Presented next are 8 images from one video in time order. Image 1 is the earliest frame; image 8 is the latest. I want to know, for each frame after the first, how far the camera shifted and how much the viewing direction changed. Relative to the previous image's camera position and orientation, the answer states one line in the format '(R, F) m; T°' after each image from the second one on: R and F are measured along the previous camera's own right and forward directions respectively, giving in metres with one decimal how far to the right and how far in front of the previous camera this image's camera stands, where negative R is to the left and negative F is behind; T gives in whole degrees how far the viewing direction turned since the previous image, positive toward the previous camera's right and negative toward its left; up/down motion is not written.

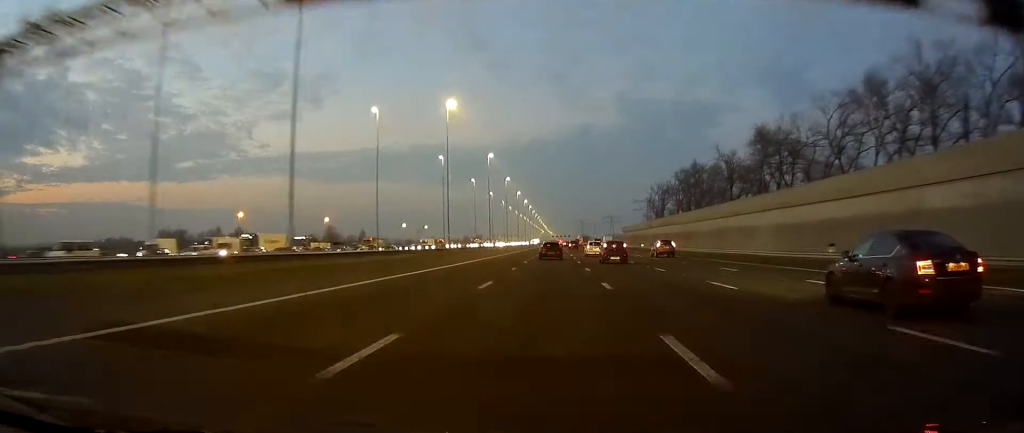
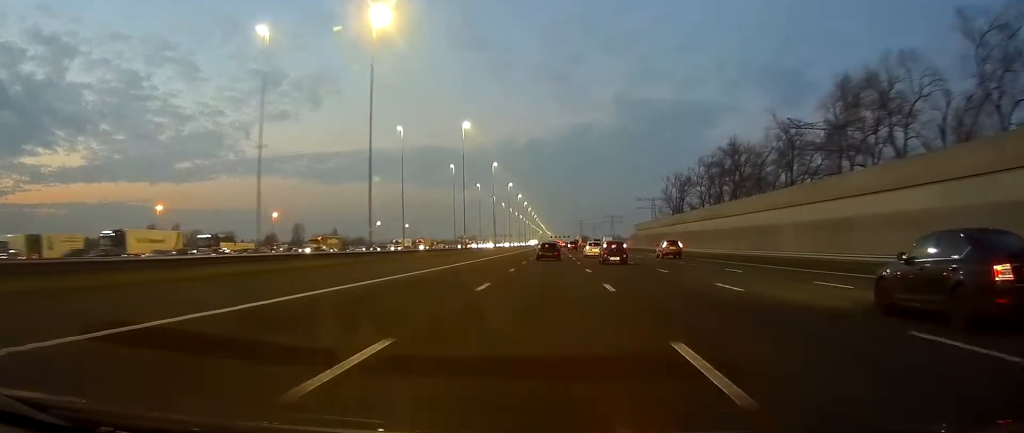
(+0.1, +38.9) m; +1°
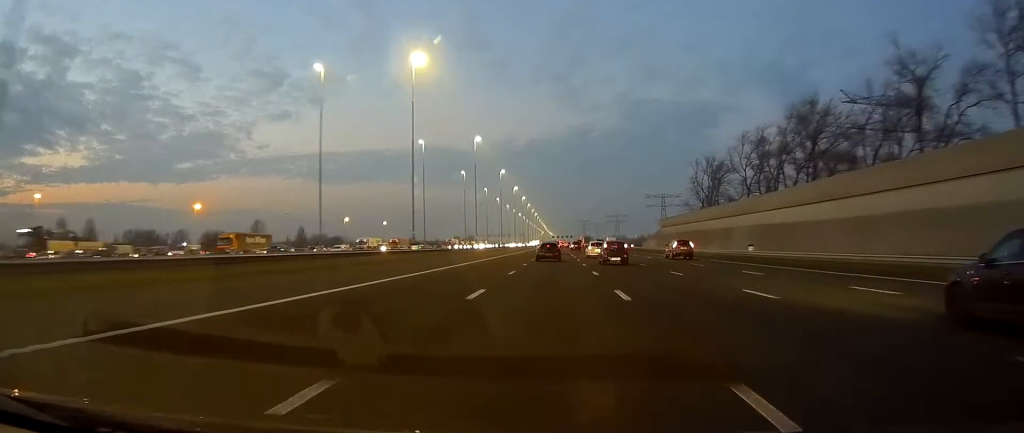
(+0.3, +39.8) m; 0°
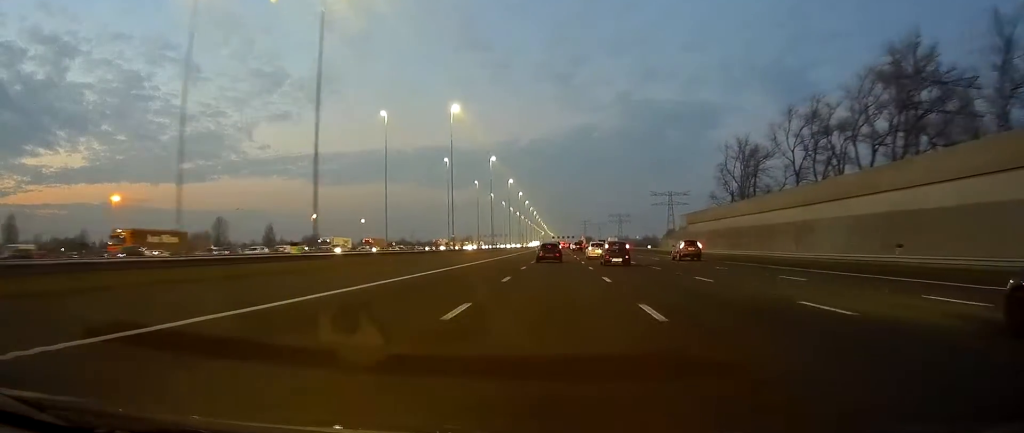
(0.0, +28.1) m; 0°
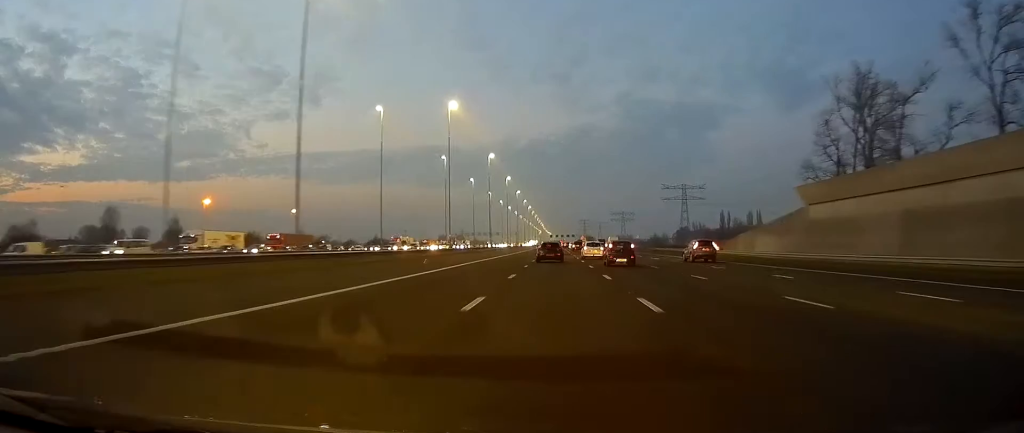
(0.0, +56.5) m; 0°
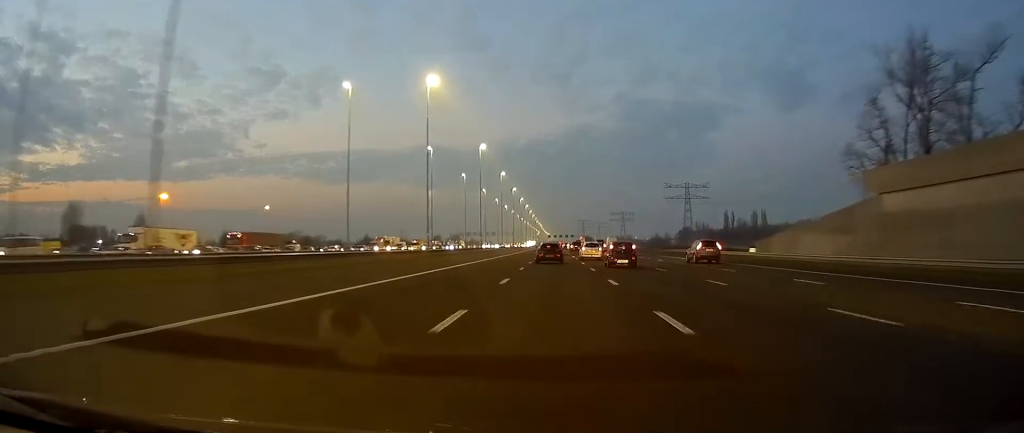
(+0.1, +15.4) m; 0°
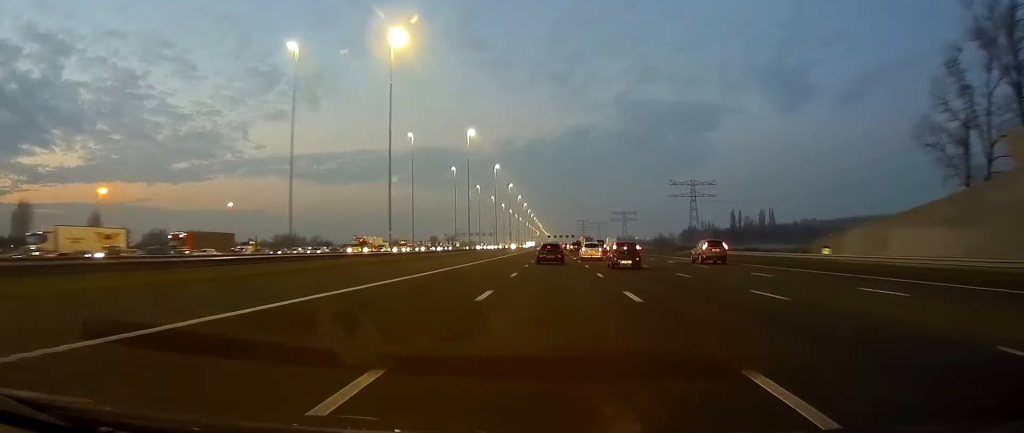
(0.0, +17.7) m; 0°
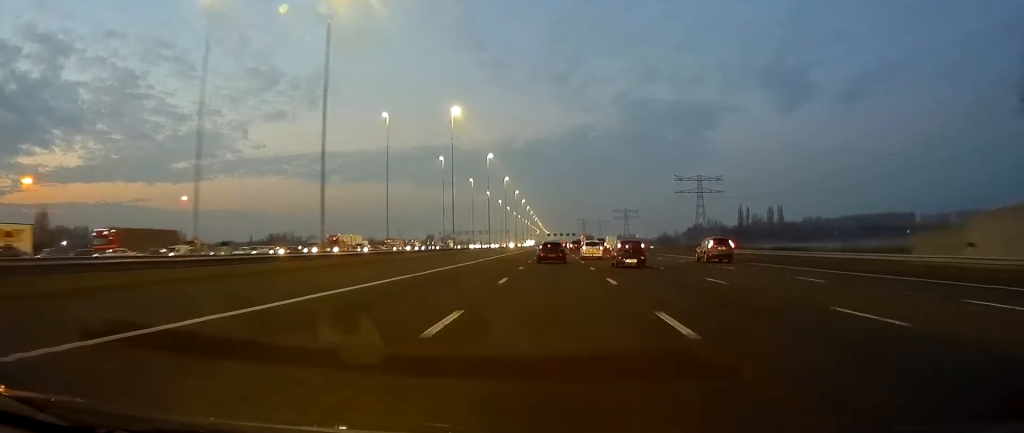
(0.0, +17.7) m; 0°
